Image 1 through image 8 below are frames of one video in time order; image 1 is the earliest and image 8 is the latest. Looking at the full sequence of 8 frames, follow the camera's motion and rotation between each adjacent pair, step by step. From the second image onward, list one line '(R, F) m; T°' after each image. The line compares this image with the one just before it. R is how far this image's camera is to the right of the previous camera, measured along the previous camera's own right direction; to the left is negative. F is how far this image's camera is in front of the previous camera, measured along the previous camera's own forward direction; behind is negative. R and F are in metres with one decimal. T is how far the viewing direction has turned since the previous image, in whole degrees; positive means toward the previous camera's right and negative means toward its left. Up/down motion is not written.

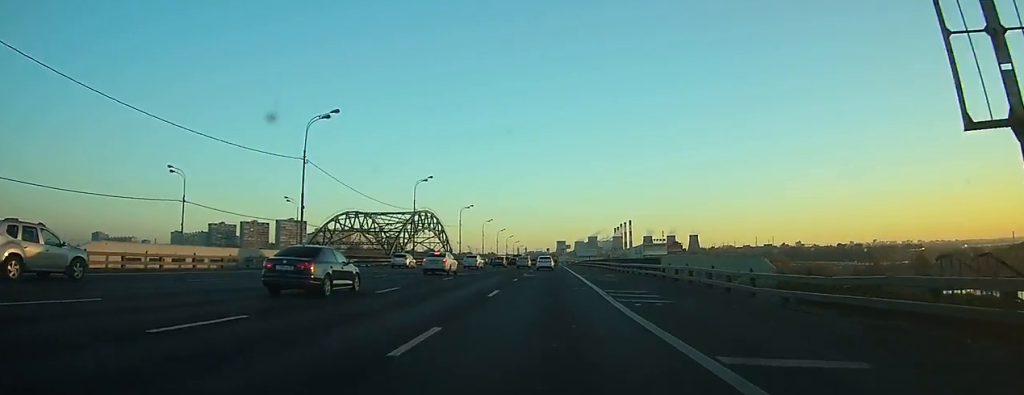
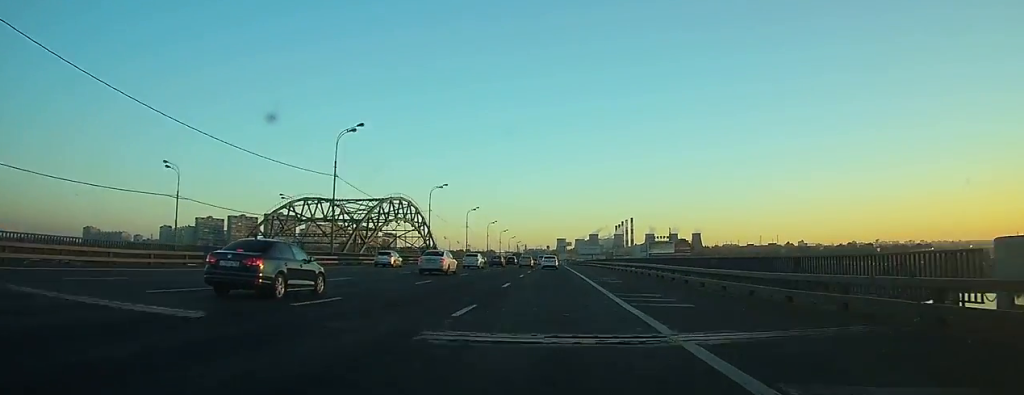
(-0.2, +32.2) m; 0°
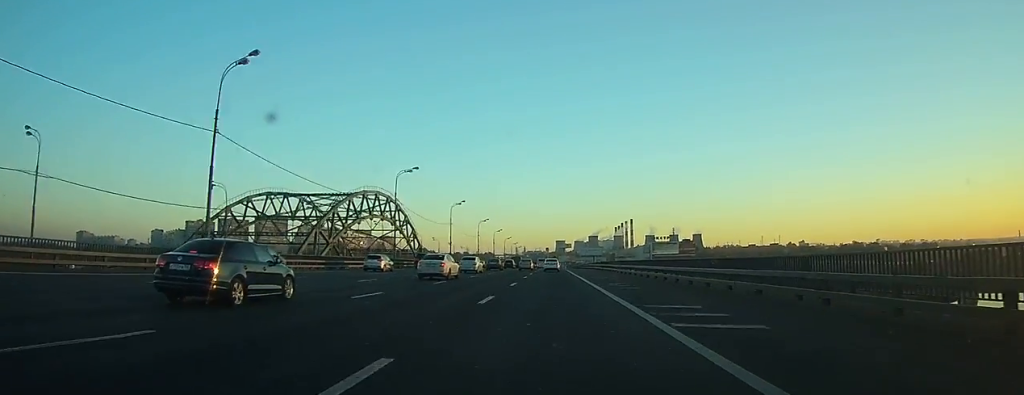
(0.0, +20.5) m; 0°
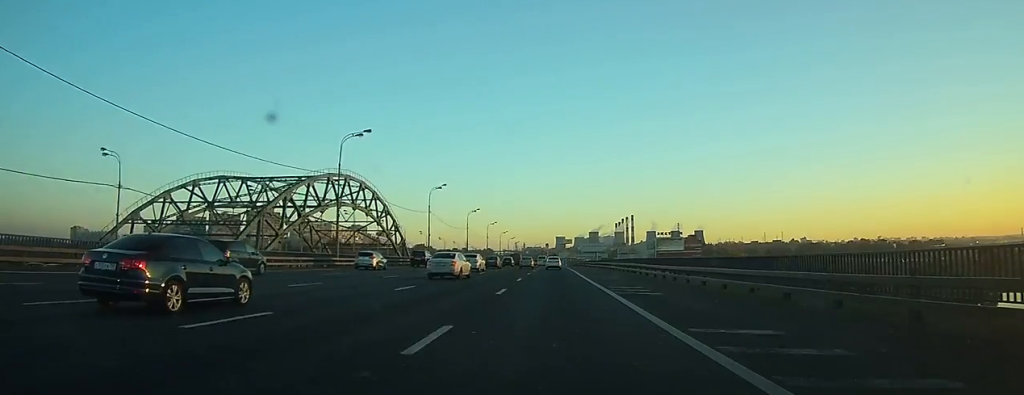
(0.0, +20.5) m; 0°
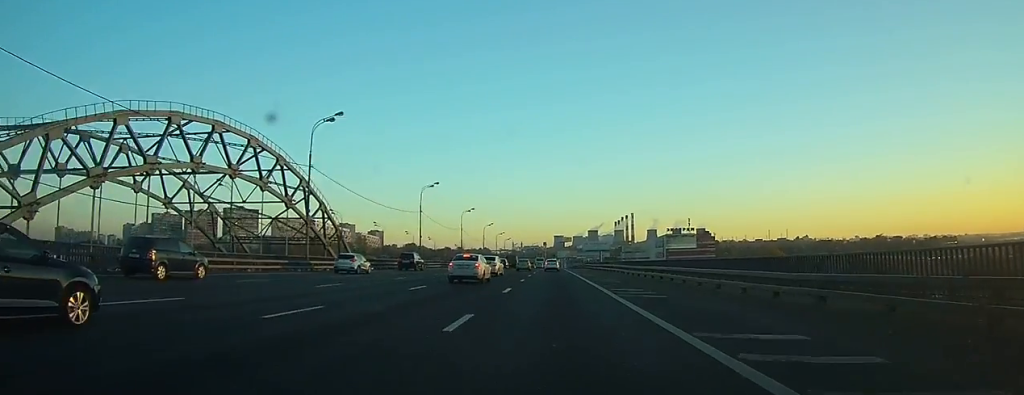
(-0.1, +47.1) m; 0°
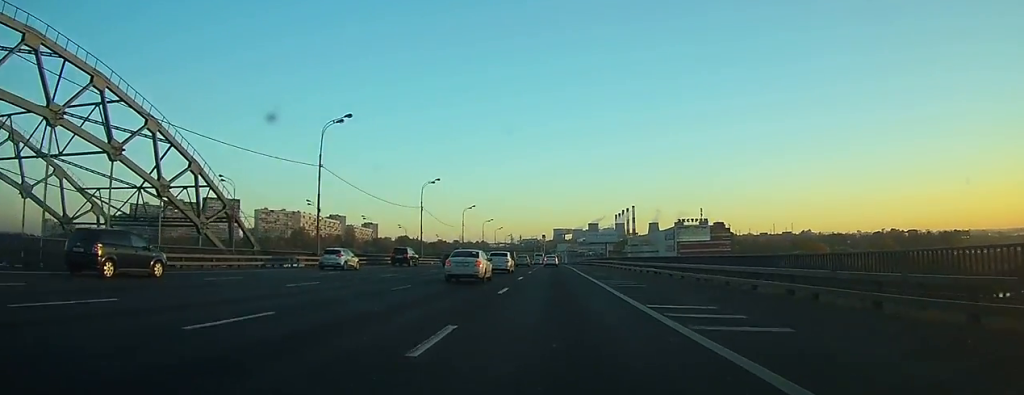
(+0.1, +40.3) m; 0°
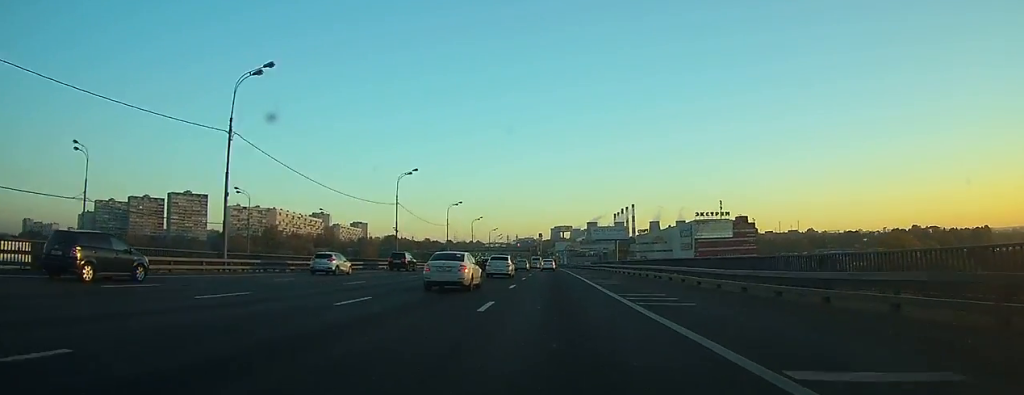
(+0.1, +56.8) m; 0°
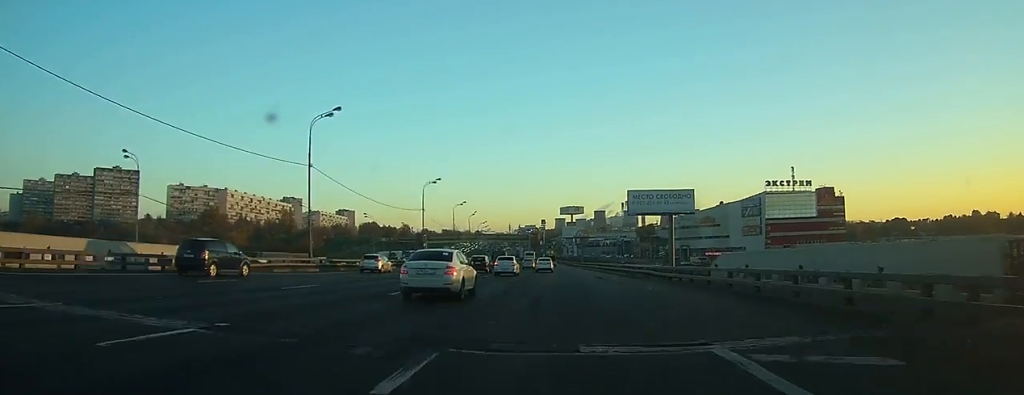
(+0.1, +101.1) m; 0°
